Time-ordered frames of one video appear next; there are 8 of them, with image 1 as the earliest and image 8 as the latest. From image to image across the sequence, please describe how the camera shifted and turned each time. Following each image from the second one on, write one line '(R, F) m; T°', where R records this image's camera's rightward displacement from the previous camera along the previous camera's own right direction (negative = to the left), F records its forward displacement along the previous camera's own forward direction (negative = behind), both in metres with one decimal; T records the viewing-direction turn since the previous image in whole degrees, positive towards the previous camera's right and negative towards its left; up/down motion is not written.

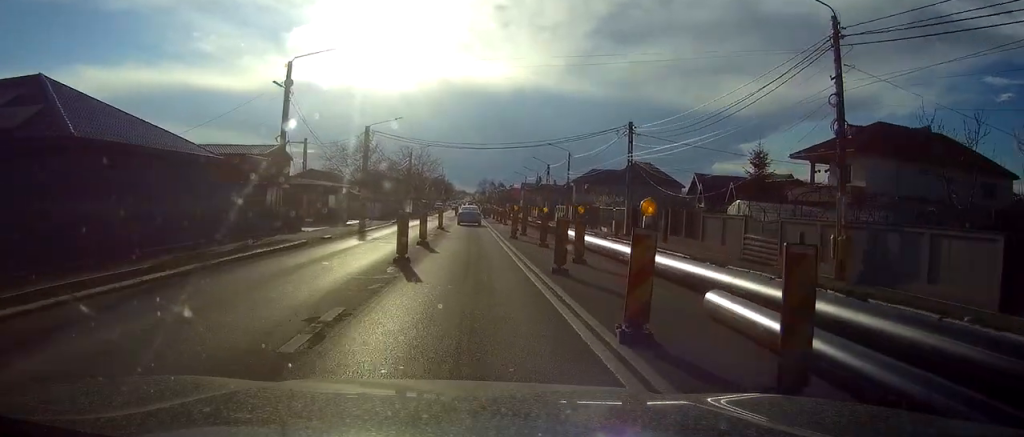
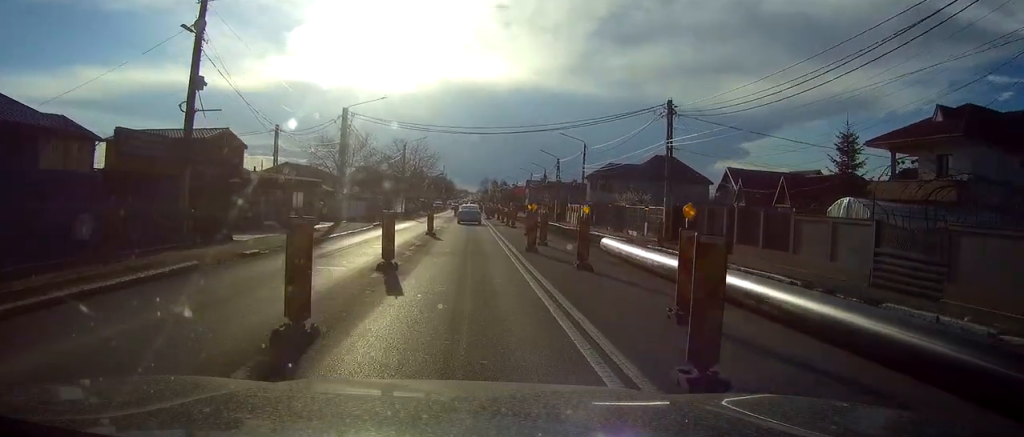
(0.0, +10.4) m; -1°
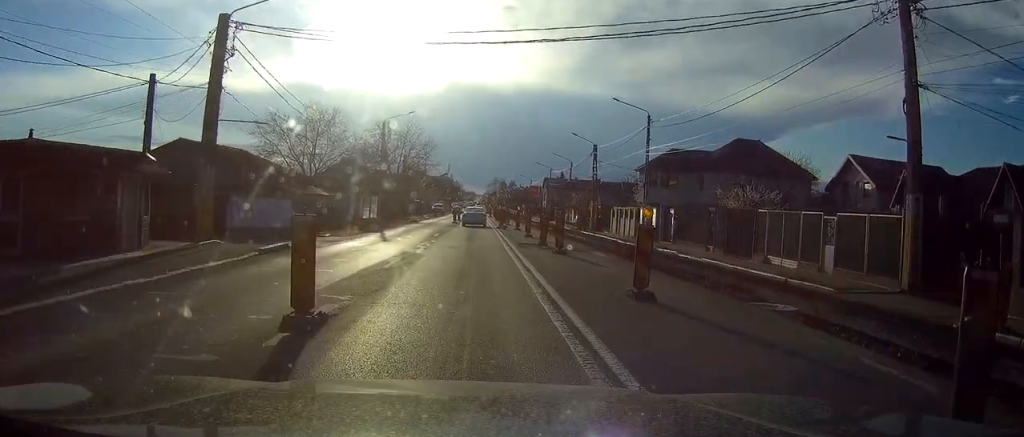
(-0.5, +24.9) m; -1°
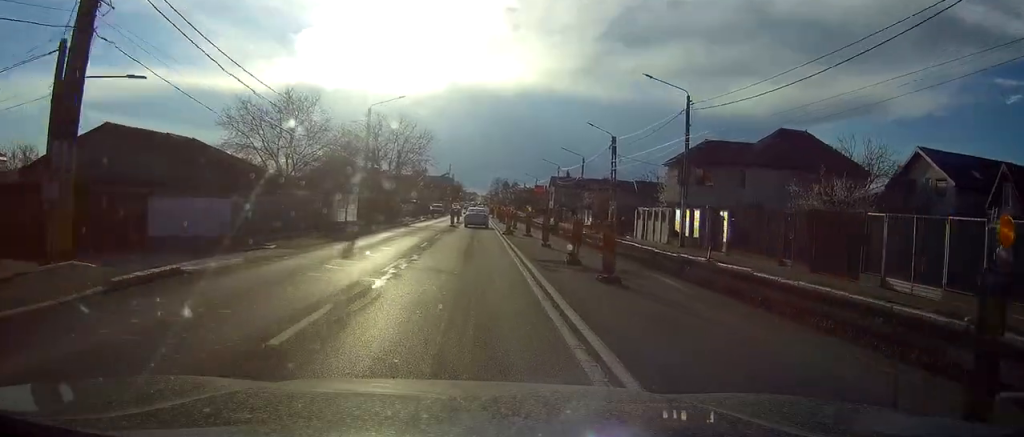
(+0.1, +8.9) m; 0°
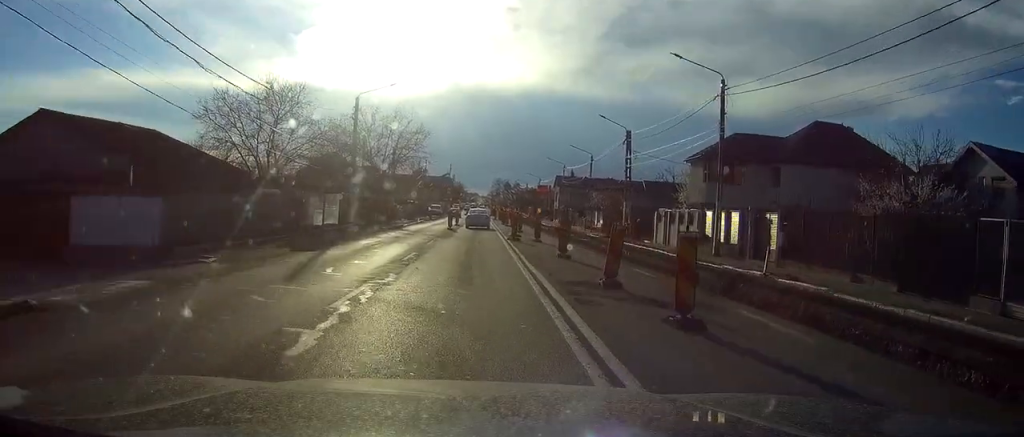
(-0.1, +5.6) m; 0°
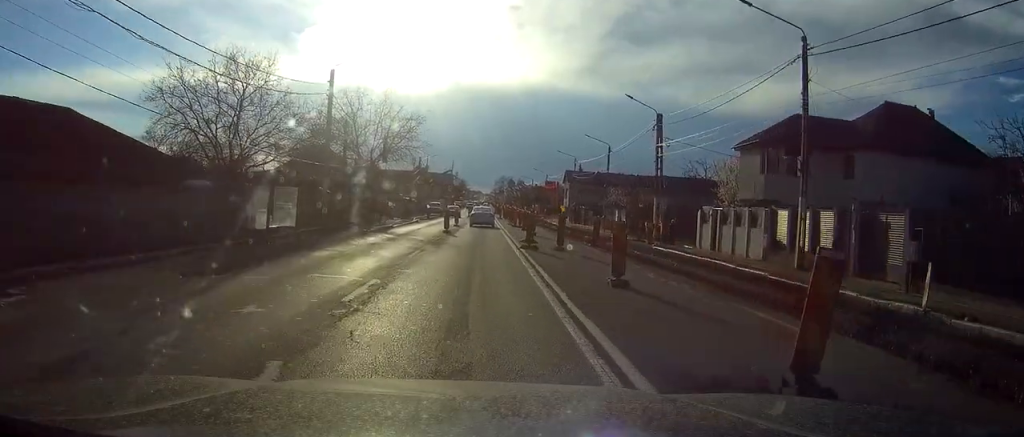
(0.0, +8.9) m; 0°
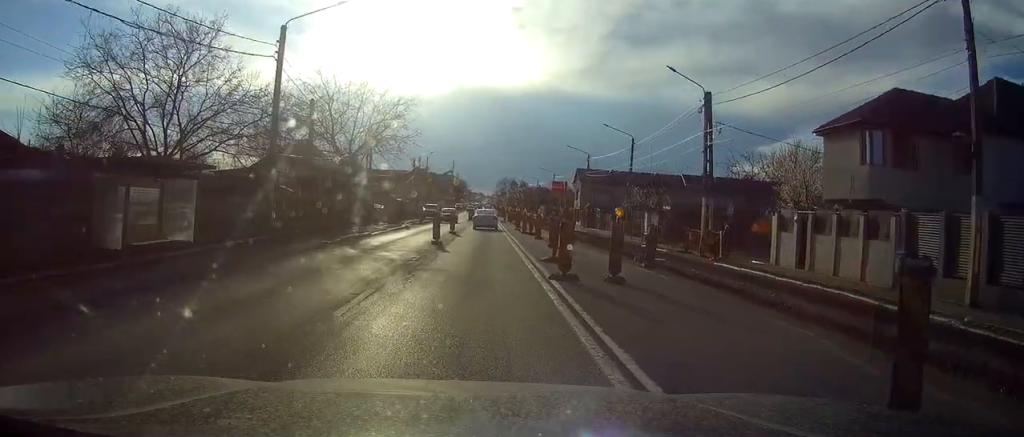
(+0.1, +10.1) m; +1°
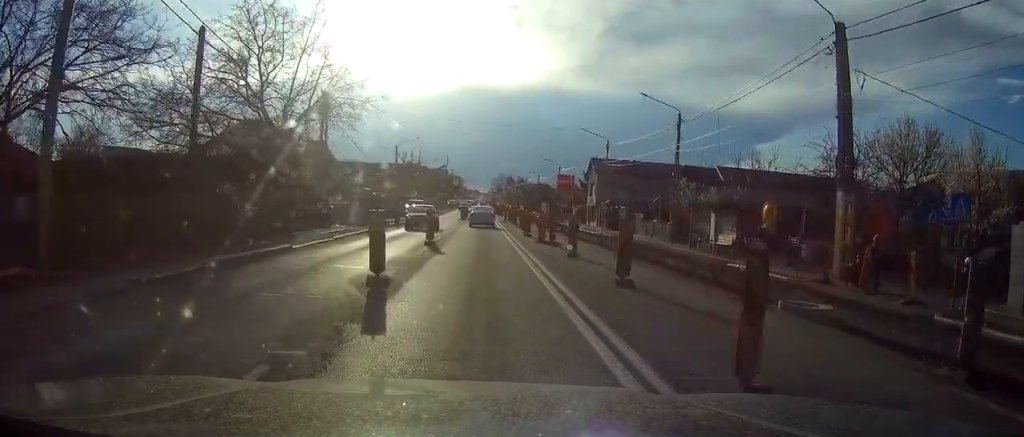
(0.0, +15.3) m; 0°
